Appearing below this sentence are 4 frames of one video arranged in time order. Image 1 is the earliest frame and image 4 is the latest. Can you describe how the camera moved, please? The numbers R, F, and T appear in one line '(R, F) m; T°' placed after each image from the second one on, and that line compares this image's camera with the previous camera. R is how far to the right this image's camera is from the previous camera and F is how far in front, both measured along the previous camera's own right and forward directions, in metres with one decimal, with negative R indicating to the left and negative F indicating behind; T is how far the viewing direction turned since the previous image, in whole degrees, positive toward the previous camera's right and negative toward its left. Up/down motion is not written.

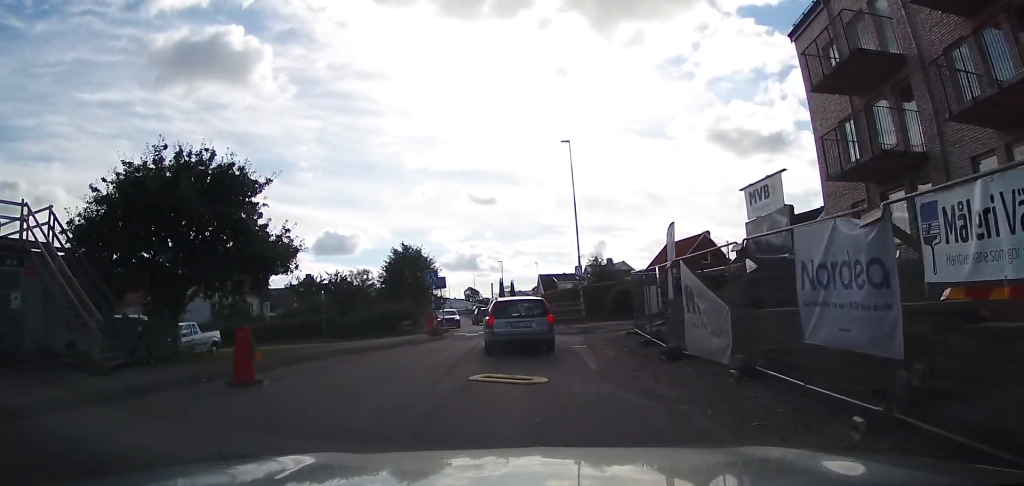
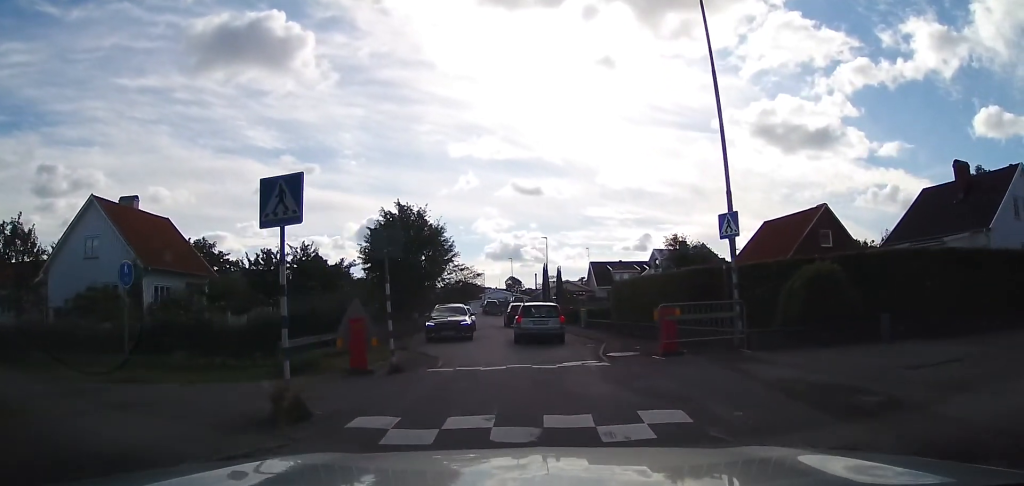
(-1.7, +16.9) m; -11°
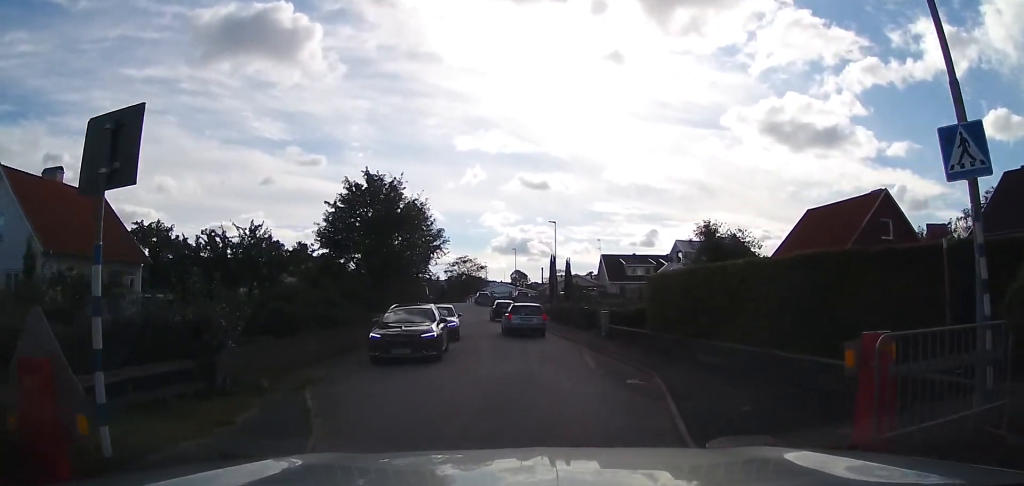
(-0.7, +8.5) m; -1°
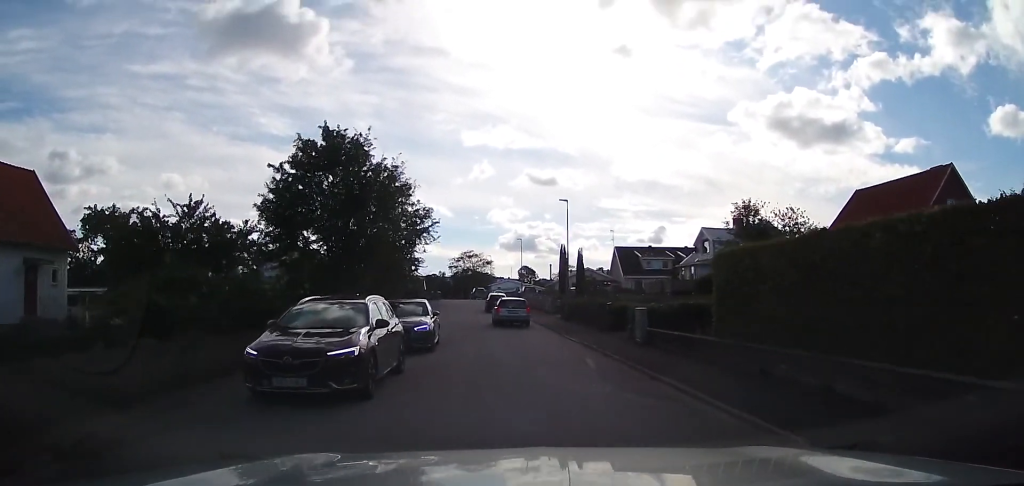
(+0.5, +7.4) m; 0°
